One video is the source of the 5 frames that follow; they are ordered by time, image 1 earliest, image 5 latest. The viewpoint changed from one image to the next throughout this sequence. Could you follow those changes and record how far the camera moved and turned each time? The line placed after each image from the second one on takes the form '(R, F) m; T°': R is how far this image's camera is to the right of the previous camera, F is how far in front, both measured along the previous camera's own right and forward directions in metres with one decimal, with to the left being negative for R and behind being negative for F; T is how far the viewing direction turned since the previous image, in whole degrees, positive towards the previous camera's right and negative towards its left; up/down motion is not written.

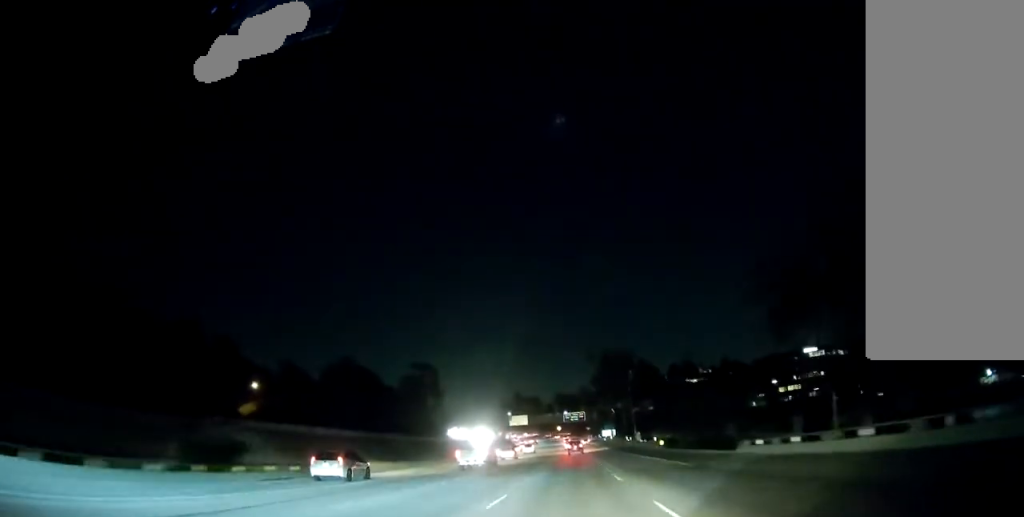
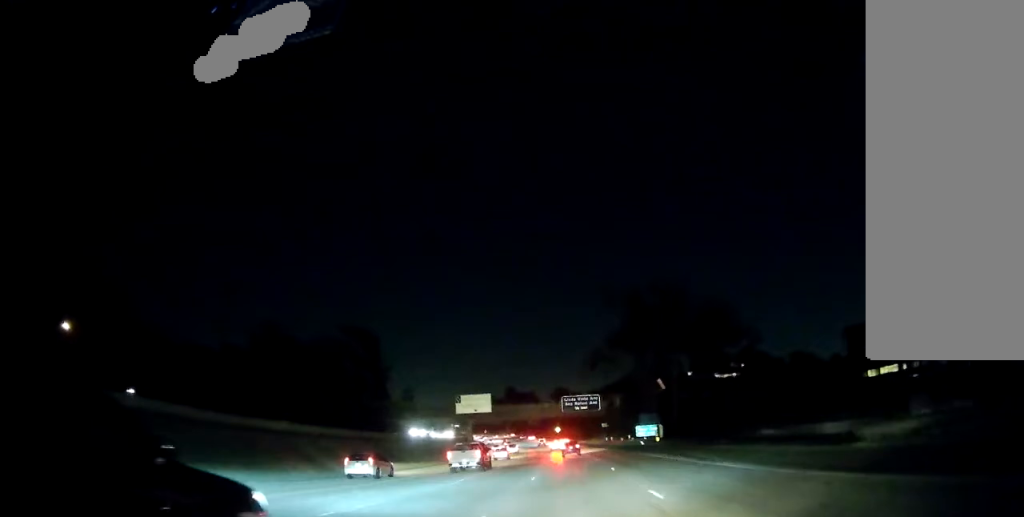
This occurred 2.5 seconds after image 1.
(+0.5, +70.4) m; 0°
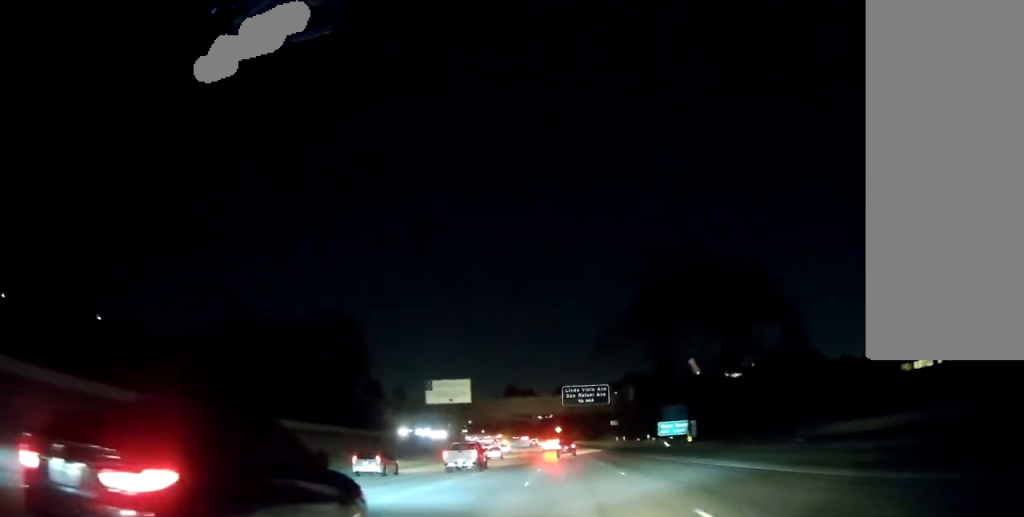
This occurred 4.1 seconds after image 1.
(-0.3, +41.9) m; -1°
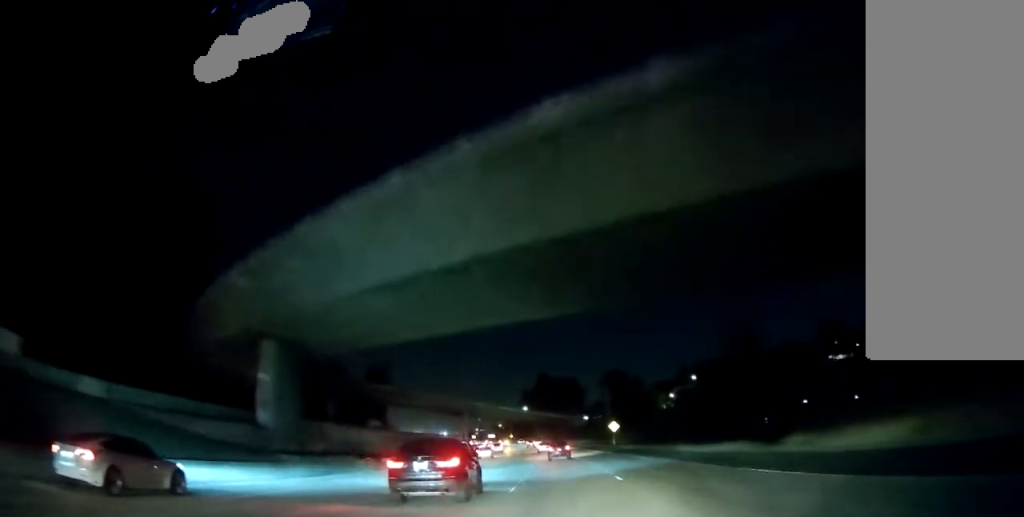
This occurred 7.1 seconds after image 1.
(-1.3, +84.2) m; -3°
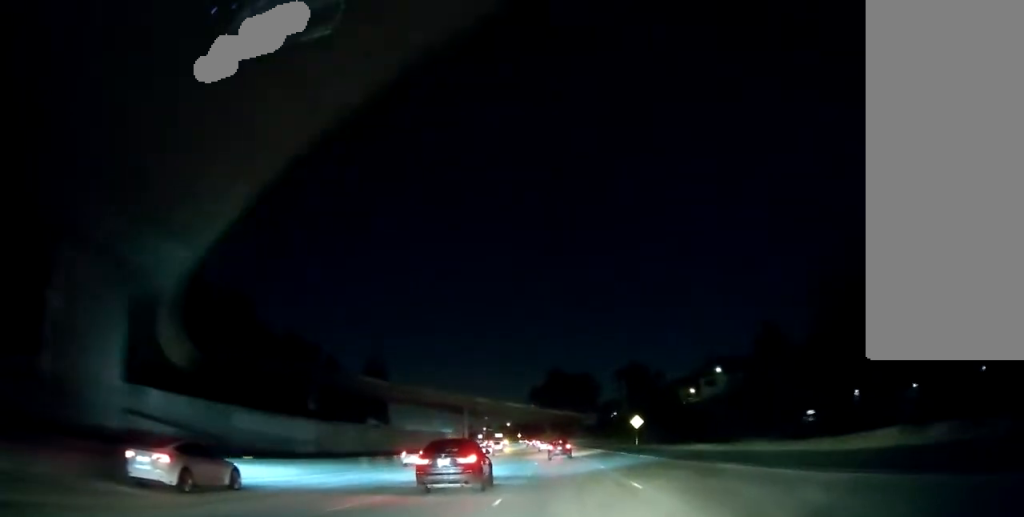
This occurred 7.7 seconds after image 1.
(-0.2, +19.2) m; -2°
